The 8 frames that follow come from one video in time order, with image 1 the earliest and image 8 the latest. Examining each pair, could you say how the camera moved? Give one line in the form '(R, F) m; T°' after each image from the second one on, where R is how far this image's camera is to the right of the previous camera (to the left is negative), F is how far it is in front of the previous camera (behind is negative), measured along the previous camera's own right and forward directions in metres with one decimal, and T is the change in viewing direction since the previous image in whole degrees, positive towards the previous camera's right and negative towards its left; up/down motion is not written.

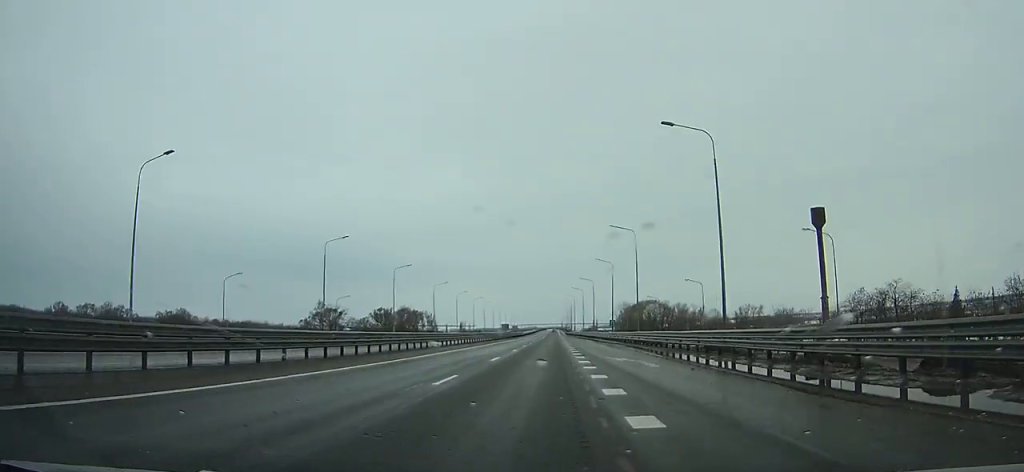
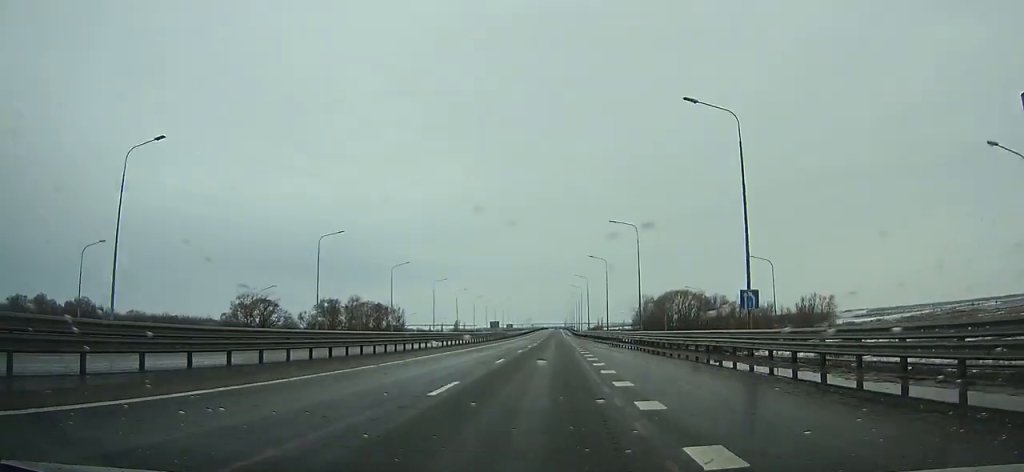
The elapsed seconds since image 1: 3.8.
(-0.1, +63.6) m; 0°
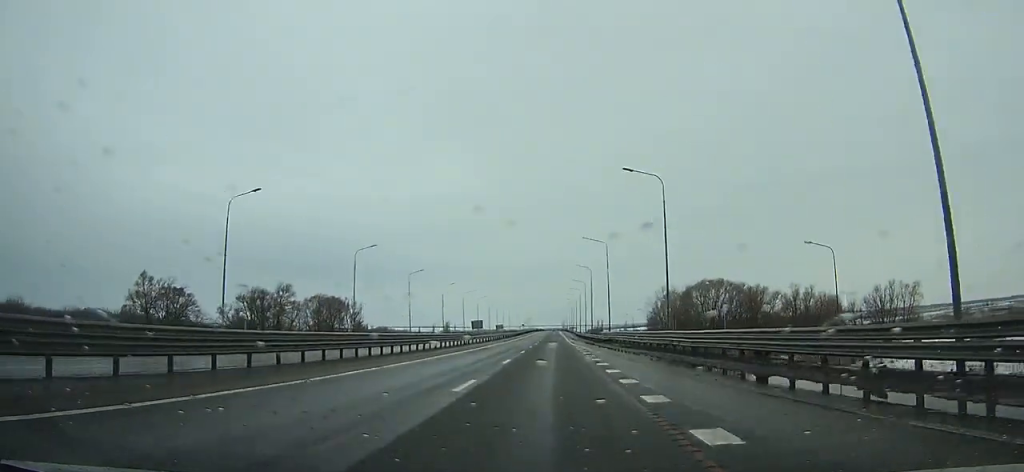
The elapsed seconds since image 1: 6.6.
(+0.2, +48.8) m; 0°
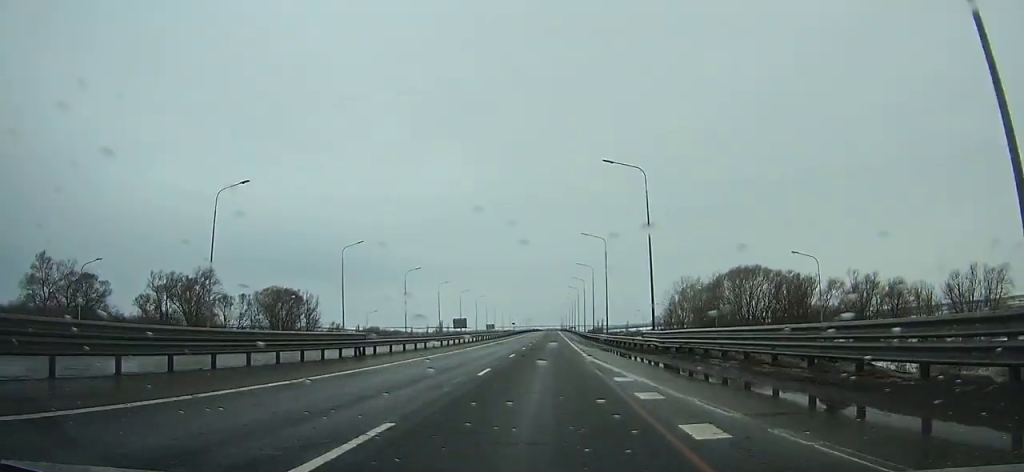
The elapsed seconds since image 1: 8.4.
(-0.1, +32.3) m; 0°
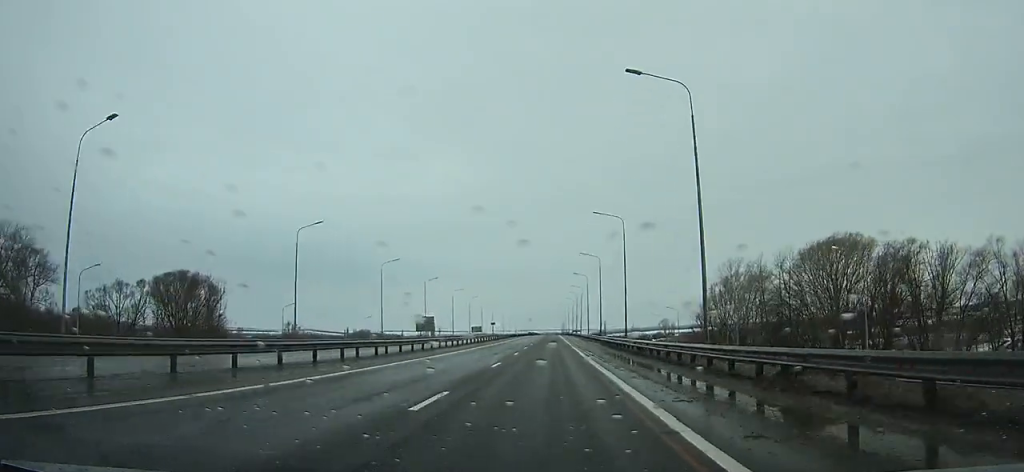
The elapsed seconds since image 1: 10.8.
(-0.1, +44.0) m; 0°
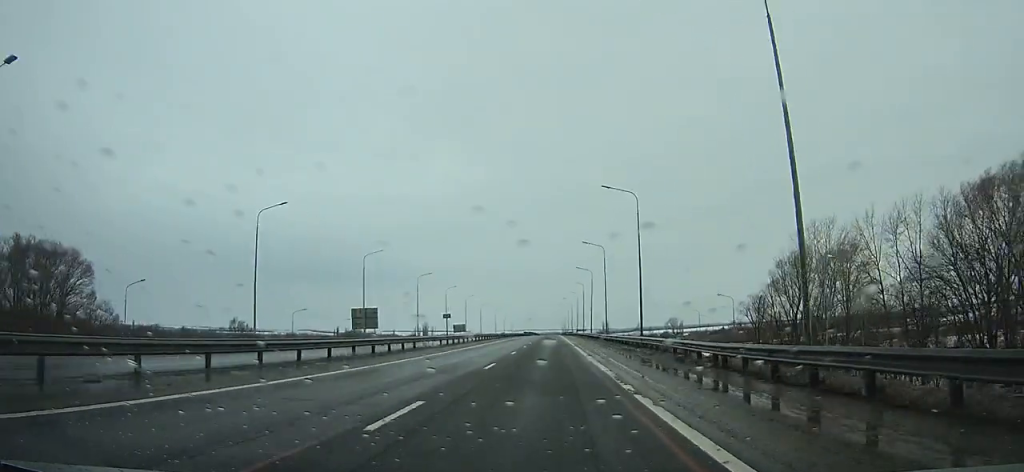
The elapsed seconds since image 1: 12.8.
(0.0, +37.3) m; 0°
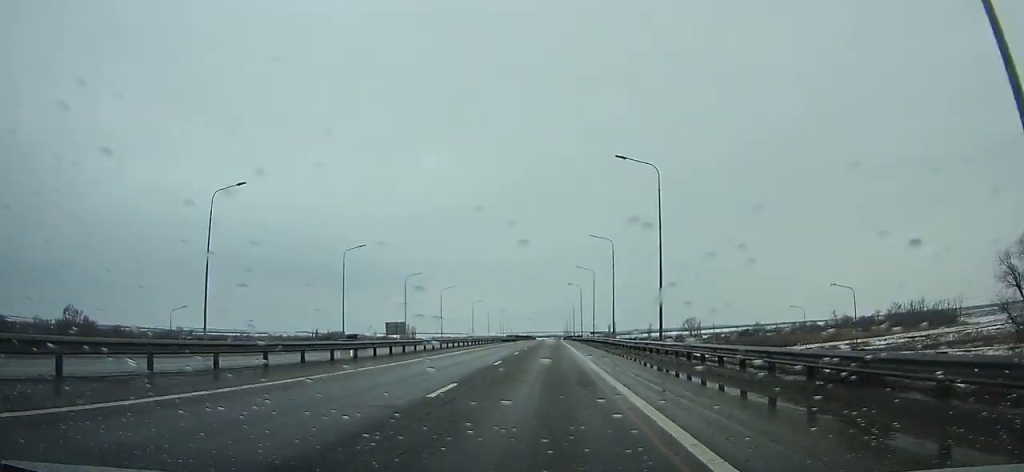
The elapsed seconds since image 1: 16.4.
(+0.1, +68.7) m; 0°
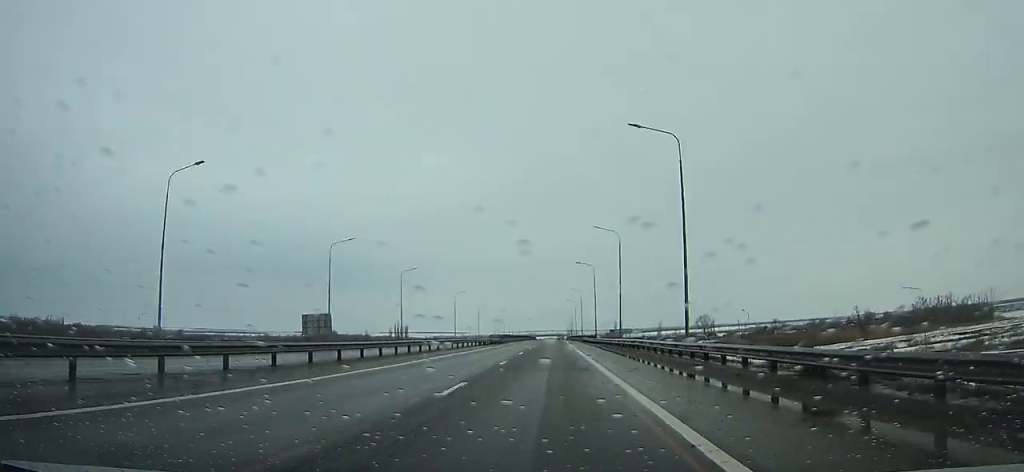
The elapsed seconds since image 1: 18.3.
(0.0, +36.7) m; 0°
